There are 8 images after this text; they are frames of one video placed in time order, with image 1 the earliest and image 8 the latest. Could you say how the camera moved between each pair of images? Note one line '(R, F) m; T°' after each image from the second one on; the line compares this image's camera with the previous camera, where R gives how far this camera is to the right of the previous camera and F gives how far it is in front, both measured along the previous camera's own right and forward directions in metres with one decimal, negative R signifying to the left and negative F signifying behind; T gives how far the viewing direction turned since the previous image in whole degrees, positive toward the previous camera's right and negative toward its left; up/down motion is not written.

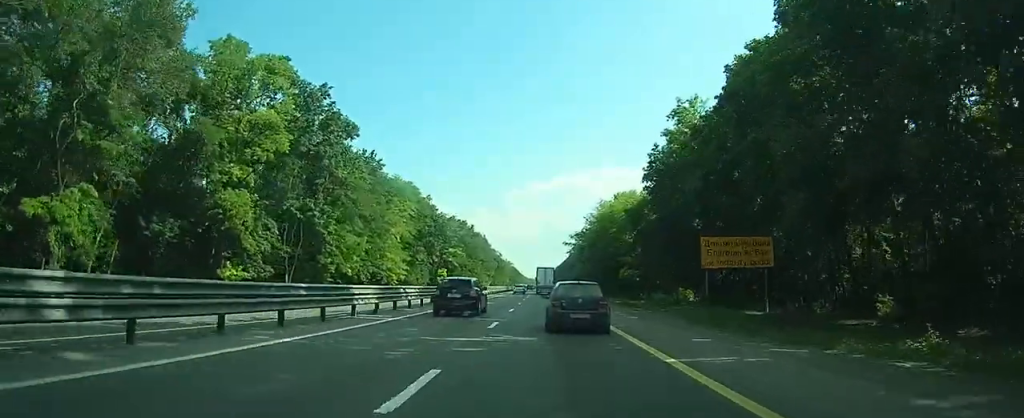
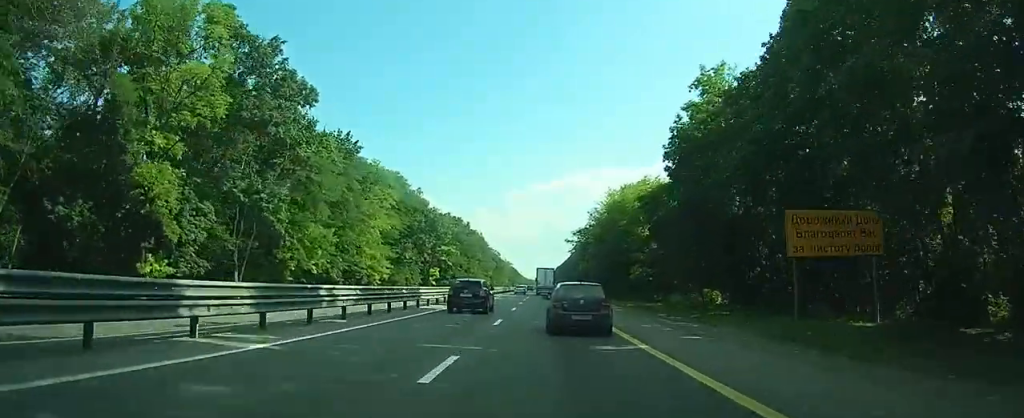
(-0.1, +10.2) m; 0°
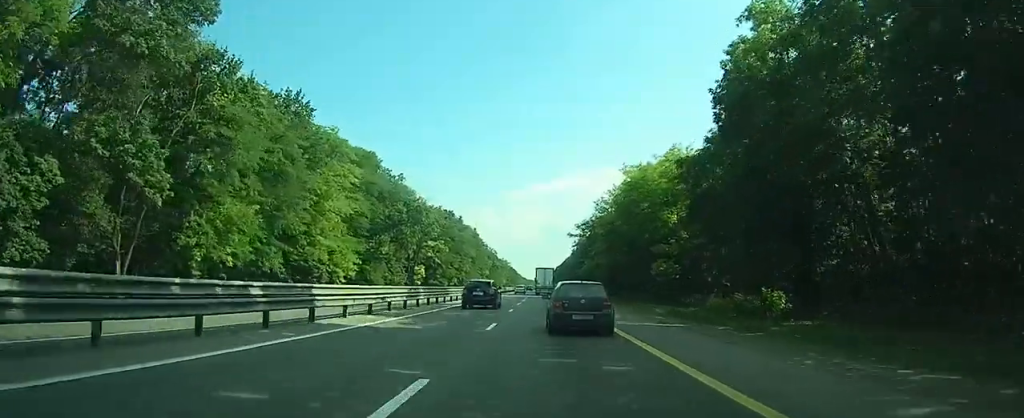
(0.0, +14.9) m; 0°
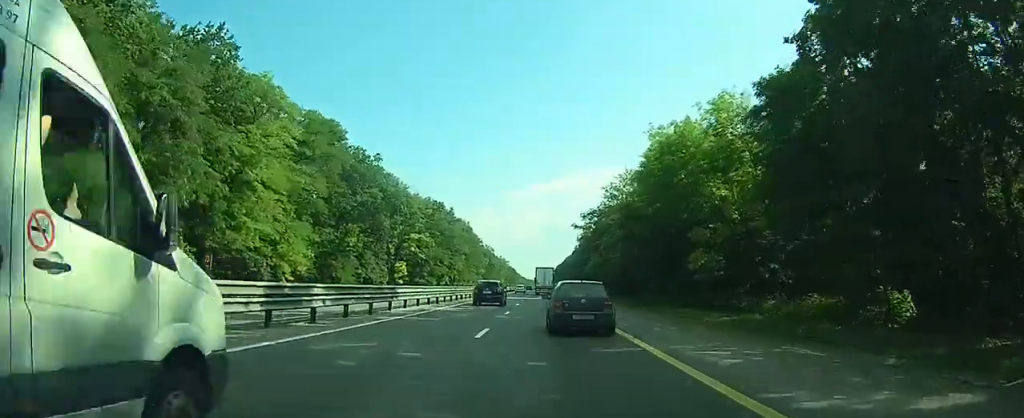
(0.0, +14.8) m; 0°
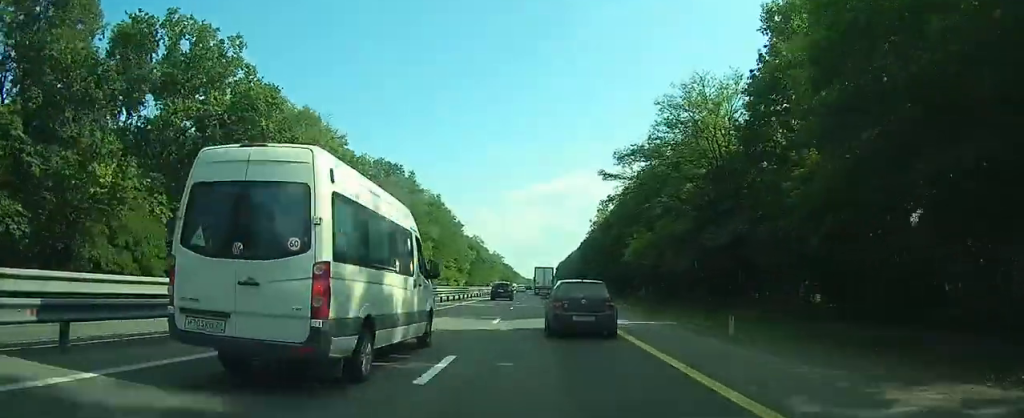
(0.0, +40.9) m; 0°
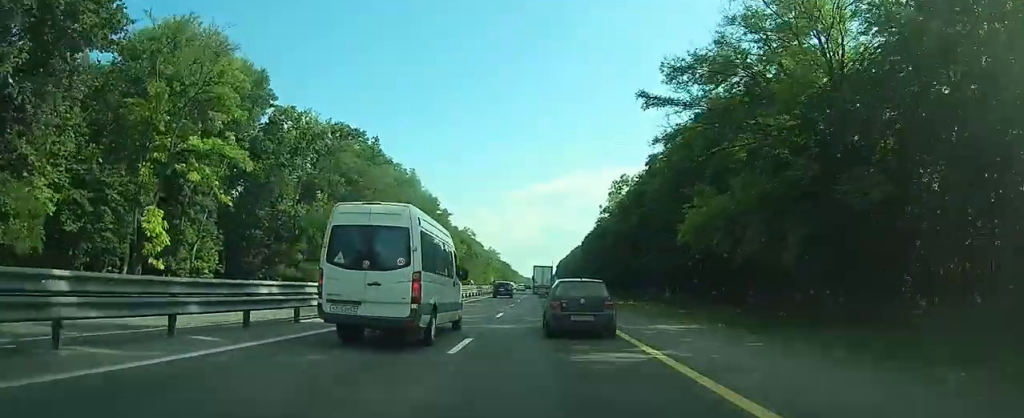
(+0.1, +18.0) m; +1°
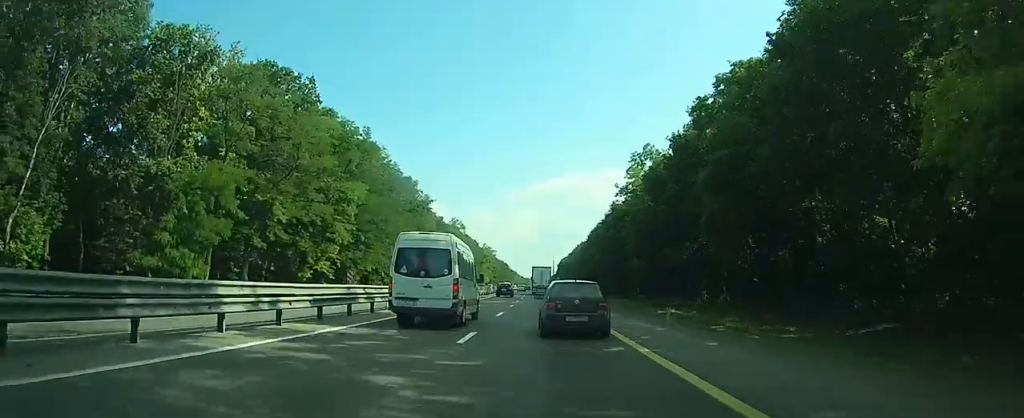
(+0.2, +16.6) m; +1°
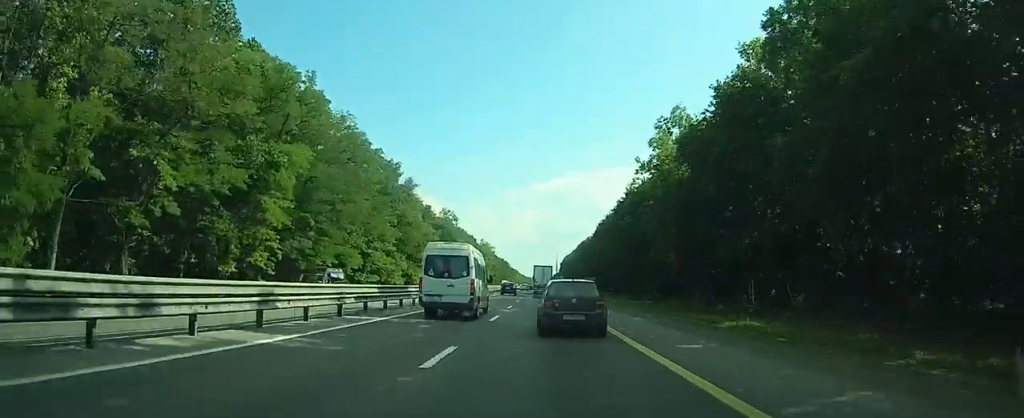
(0.0, +11.7) m; 0°
